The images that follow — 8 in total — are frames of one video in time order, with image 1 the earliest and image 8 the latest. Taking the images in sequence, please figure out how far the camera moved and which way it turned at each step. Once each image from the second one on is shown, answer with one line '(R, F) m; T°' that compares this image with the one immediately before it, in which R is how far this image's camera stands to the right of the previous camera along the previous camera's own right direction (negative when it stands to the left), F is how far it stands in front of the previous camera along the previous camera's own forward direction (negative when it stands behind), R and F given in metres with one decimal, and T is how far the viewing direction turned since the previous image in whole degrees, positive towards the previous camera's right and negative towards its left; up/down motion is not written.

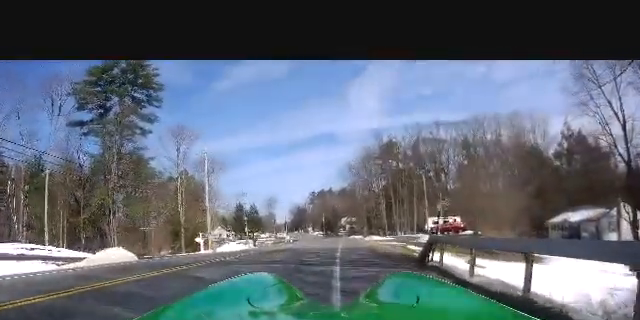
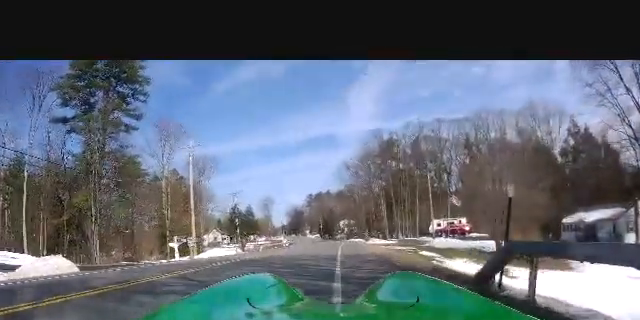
(0.0, +3.5) m; 0°
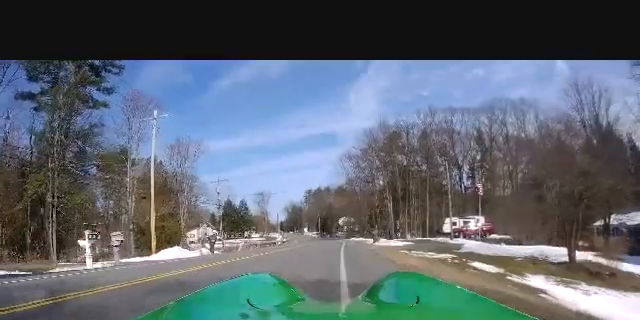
(0.0, +7.5) m; +1°
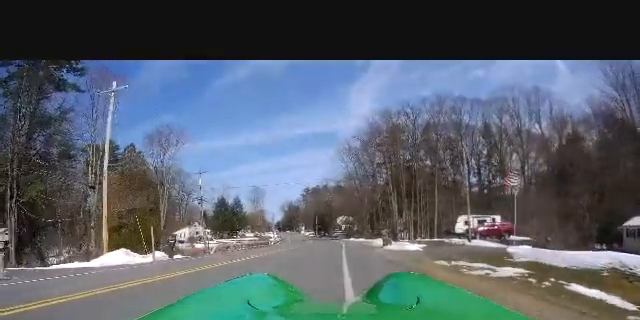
(+0.1, +5.8) m; +1°
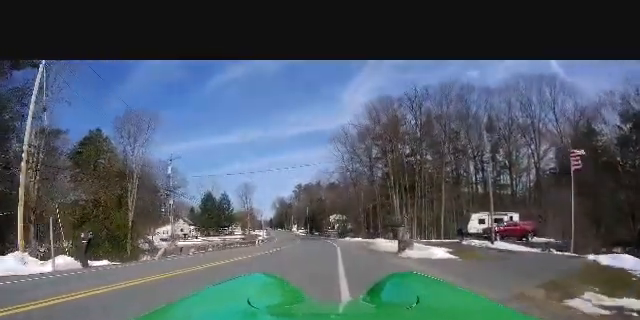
(+0.1, +6.4) m; -1°
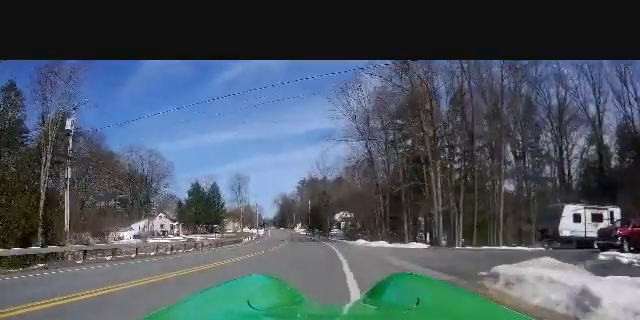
(-0.7, +16.1) m; -2°
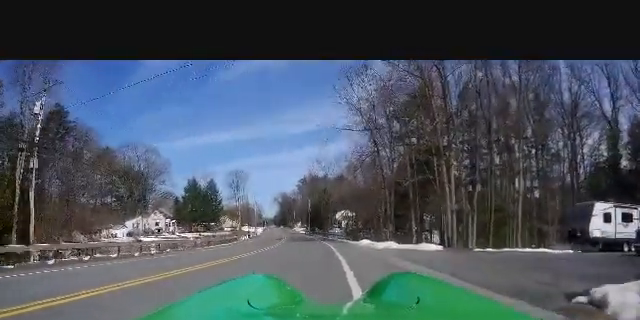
(0.0, +3.2) m; 0°
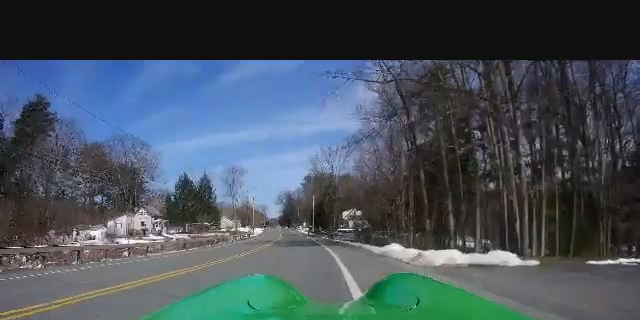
(+0.1, +9.5) m; 0°
